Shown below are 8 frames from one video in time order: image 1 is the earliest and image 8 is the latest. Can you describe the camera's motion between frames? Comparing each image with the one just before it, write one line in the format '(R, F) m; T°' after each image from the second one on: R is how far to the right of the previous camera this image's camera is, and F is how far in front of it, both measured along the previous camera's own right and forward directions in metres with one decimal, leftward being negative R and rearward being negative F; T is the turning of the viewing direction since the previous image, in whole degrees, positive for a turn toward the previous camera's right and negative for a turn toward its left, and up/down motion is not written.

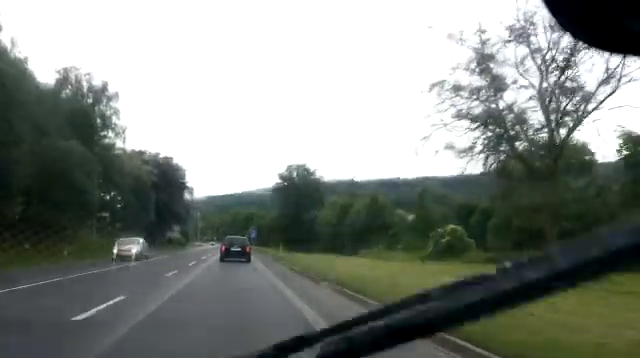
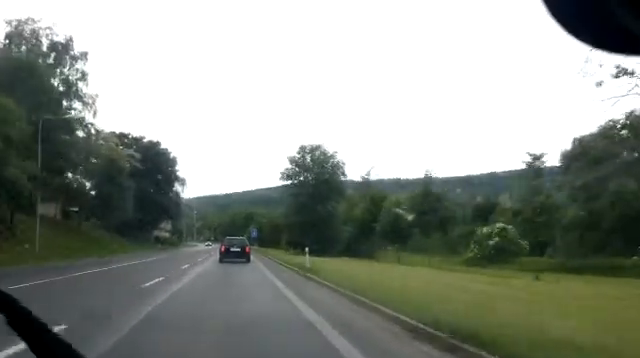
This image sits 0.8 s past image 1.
(0.0, +12.1) m; -1°
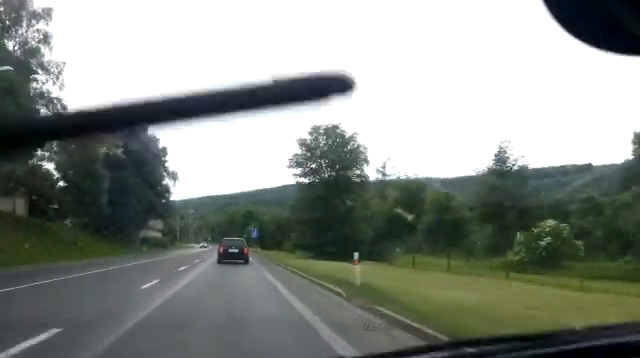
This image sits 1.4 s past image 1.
(-0.1, +8.7) m; 0°
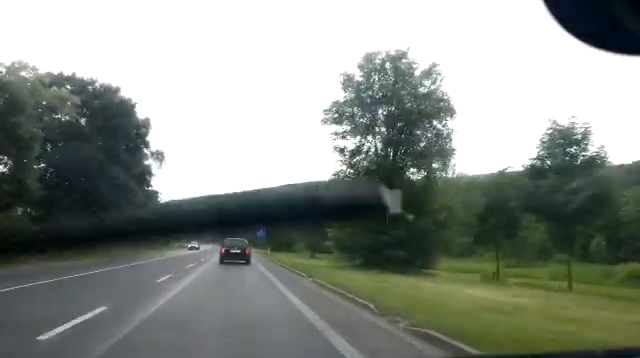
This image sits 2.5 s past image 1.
(-0.1, +14.9) m; +1°
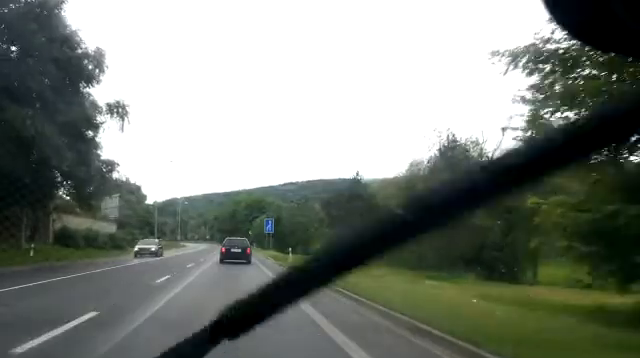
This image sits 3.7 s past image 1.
(+0.6, +17.7) m; +1°
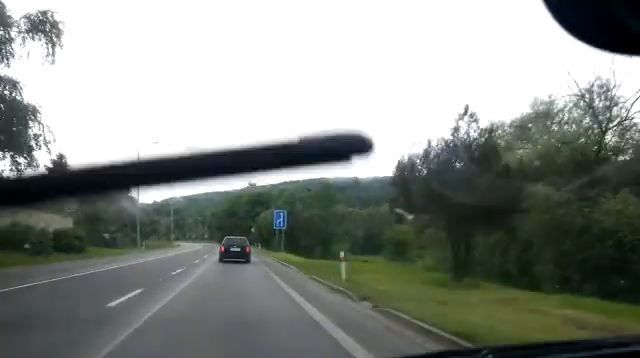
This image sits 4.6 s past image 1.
(-0.5, +13.5) m; -2°
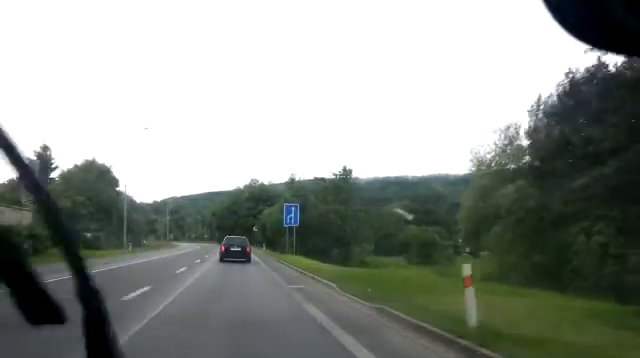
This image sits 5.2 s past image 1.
(0.0, +7.8) m; 0°
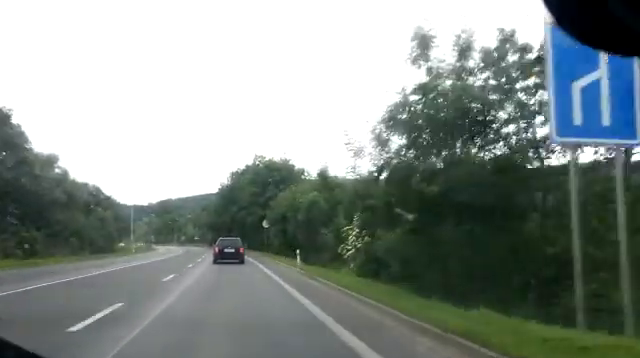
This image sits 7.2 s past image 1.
(+0.5, +30.0) m; +1°
